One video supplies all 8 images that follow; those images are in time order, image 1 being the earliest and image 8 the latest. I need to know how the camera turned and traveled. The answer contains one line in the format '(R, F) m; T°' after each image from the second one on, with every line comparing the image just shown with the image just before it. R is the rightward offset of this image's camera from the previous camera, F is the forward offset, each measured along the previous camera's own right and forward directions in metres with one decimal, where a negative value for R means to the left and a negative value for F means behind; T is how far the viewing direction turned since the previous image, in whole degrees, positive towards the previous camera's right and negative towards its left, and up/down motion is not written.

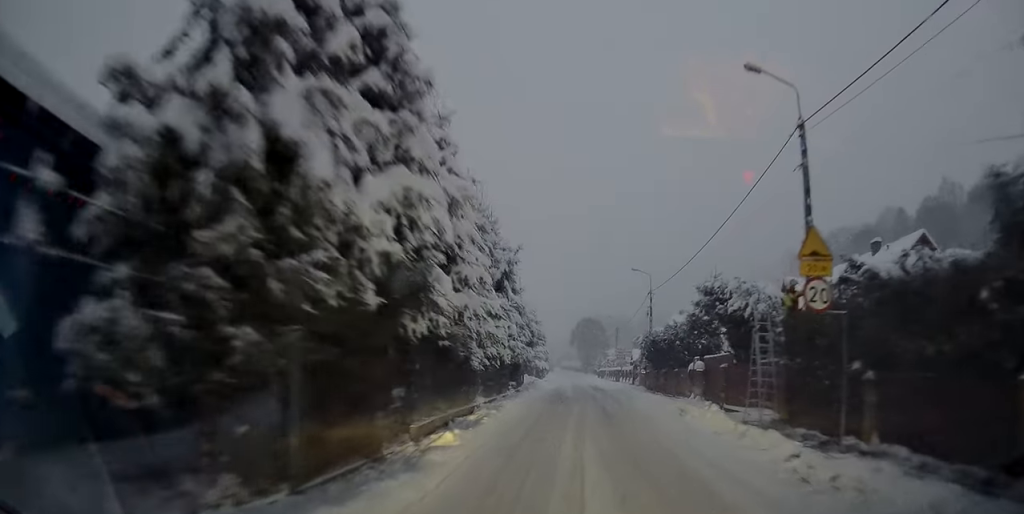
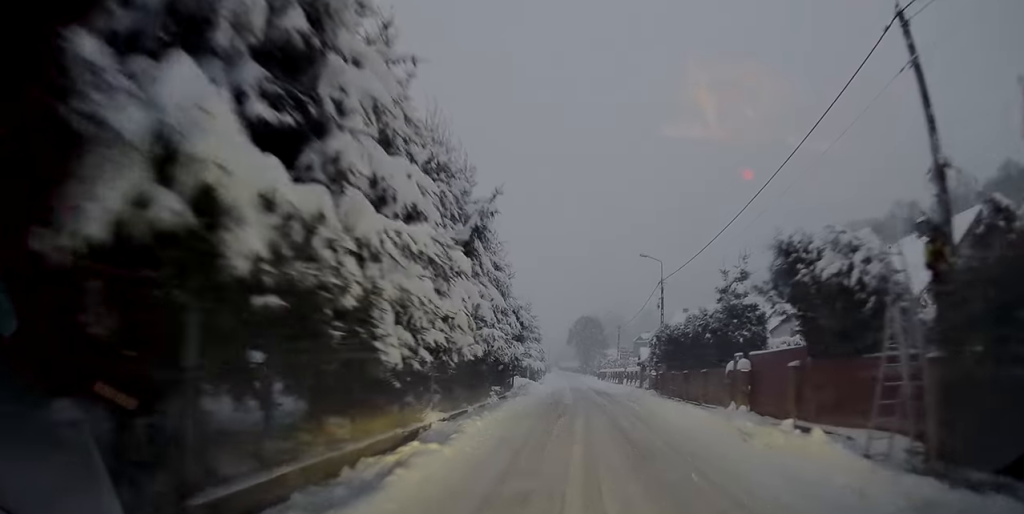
(0.0, +5.9) m; -1°
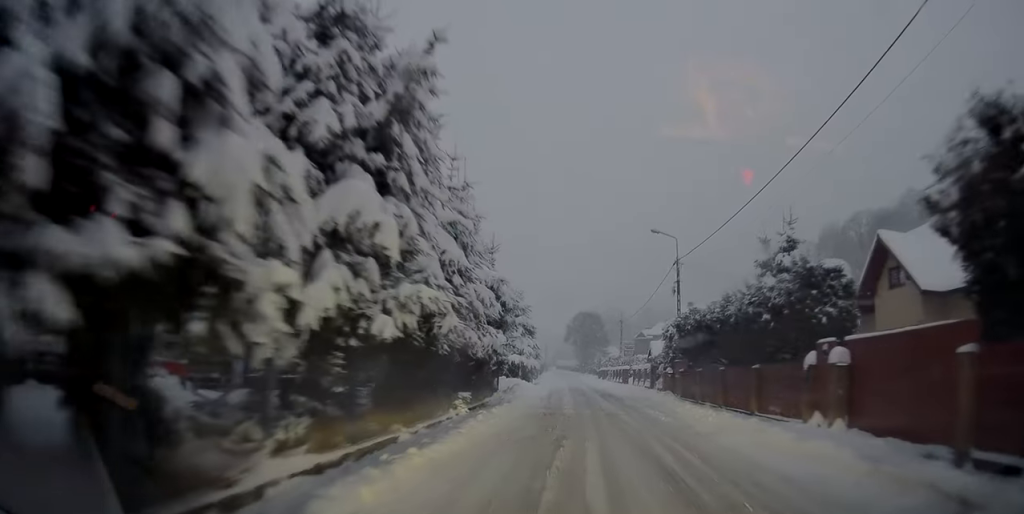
(-0.1, +5.9) m; 0°
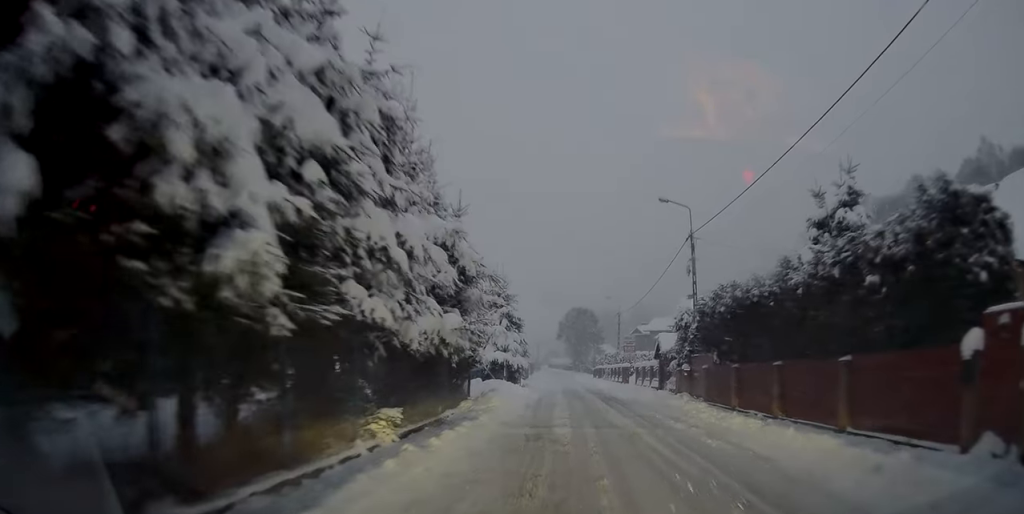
(0.0, +5.6) m; 0°
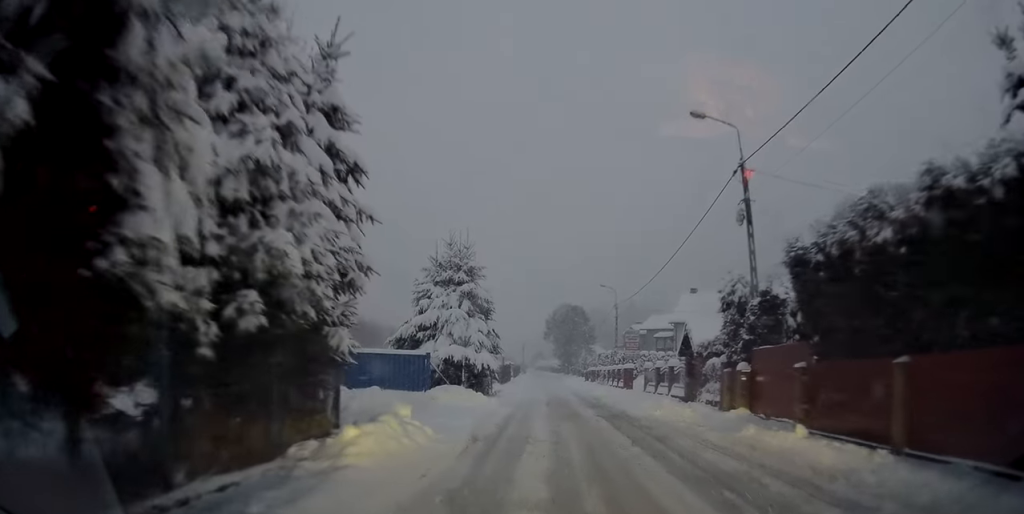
(+0.1, +10.4) m; -1°
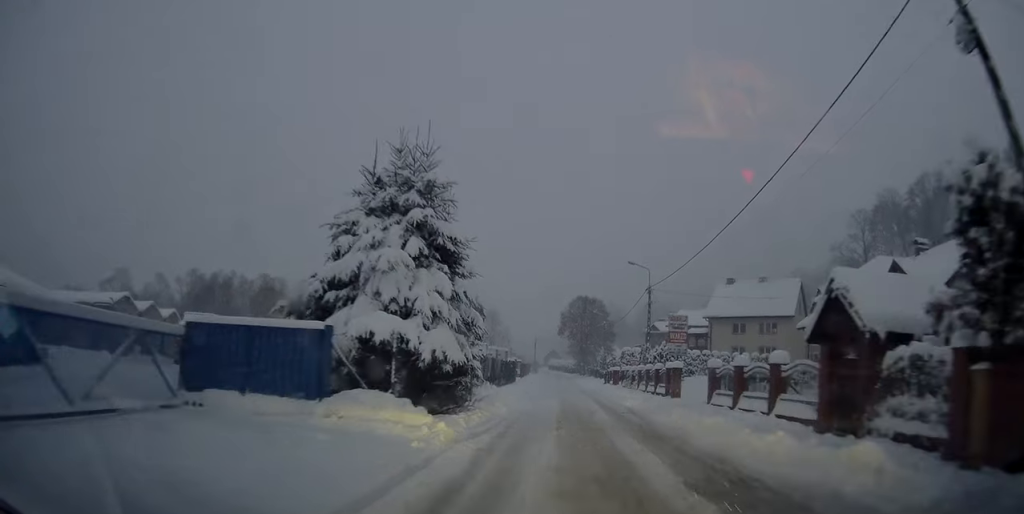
(+0.1, +10.8) m; +2°
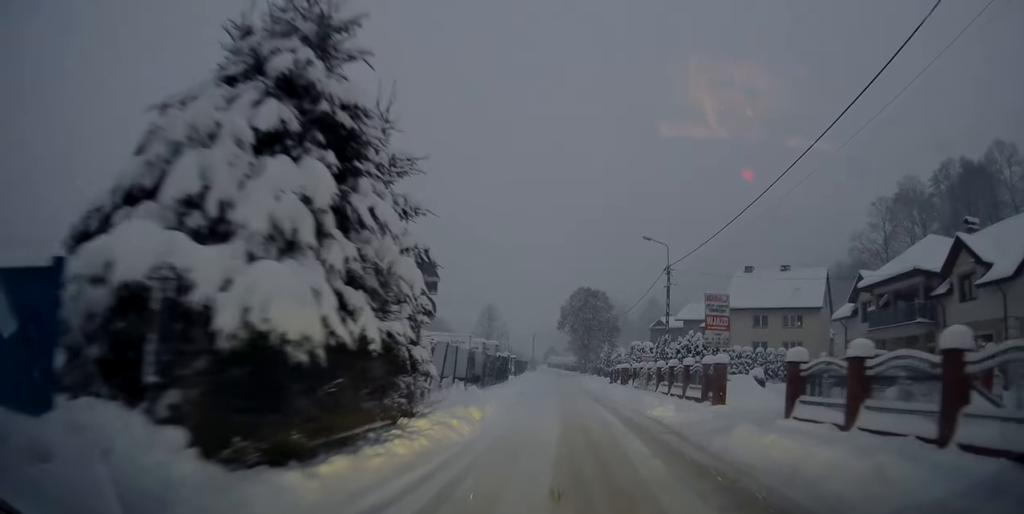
(+0.1, +7.1) m; 0°
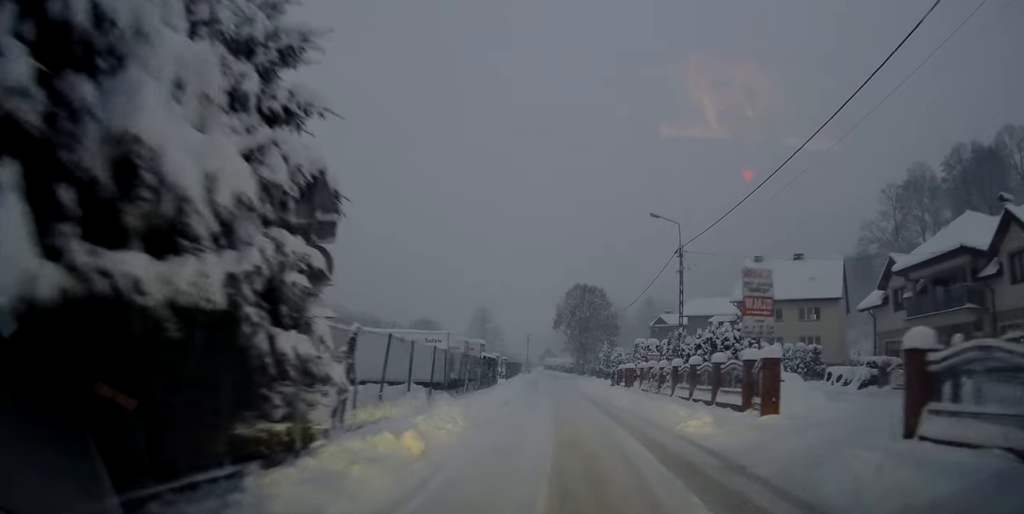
(0.0, +5.4) m; 0°
